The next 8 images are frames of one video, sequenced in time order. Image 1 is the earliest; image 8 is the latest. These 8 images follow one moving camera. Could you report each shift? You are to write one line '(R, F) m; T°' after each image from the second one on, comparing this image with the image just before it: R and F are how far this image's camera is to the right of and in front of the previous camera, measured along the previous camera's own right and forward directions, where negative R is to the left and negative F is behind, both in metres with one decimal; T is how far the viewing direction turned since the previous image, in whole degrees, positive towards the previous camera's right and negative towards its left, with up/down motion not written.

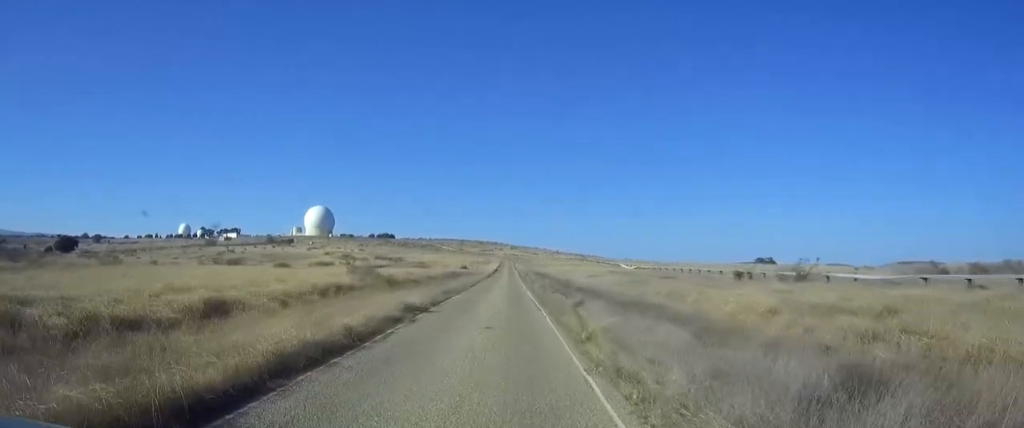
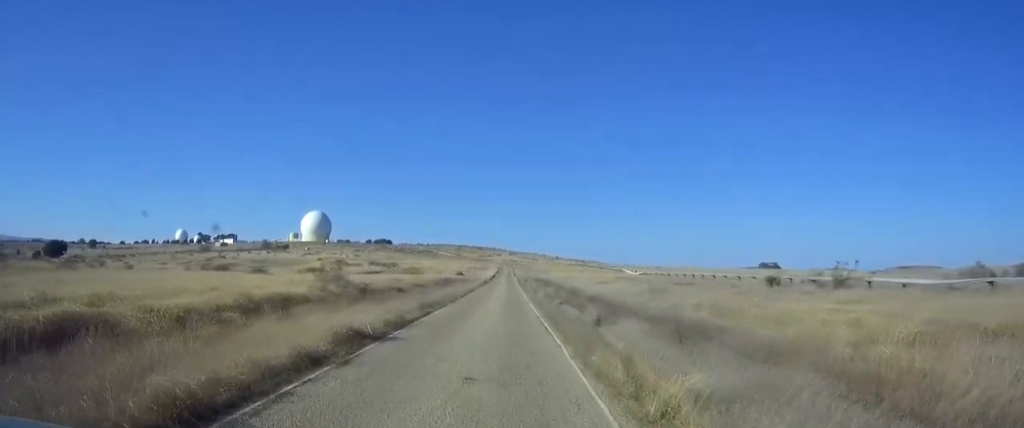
(0.0, +6.6) m; 0°
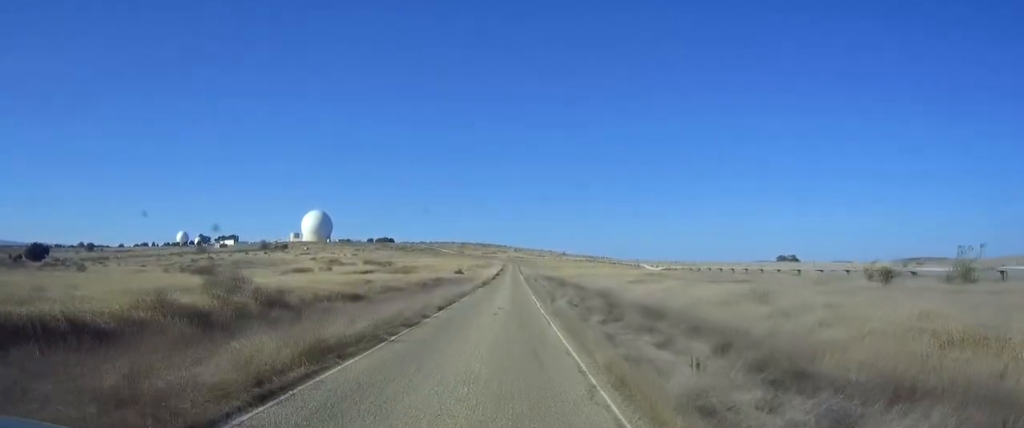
(0.0, +13.0) m; 0°
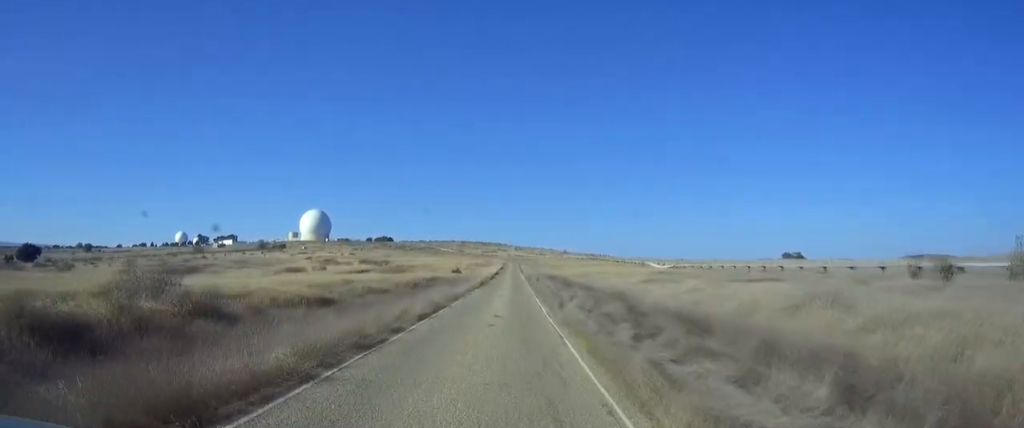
(+0.1, +4.6) m; -1°
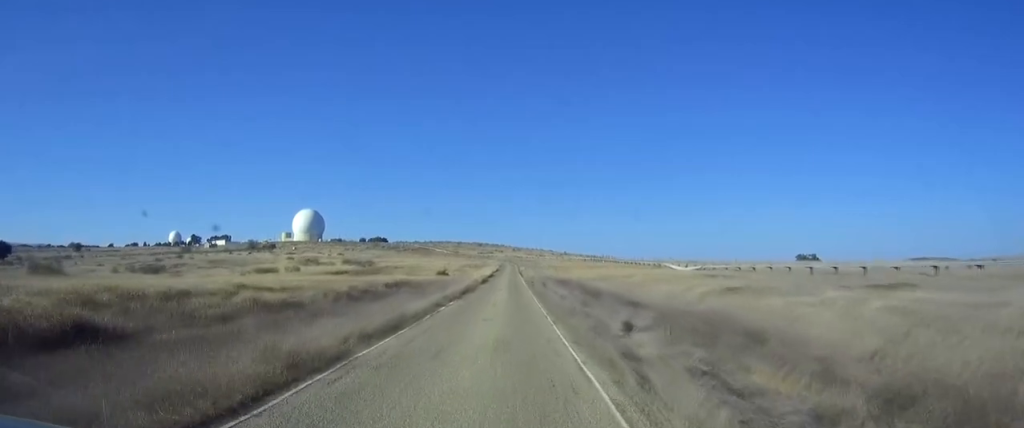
(-0.5, +15.3) m; -2°
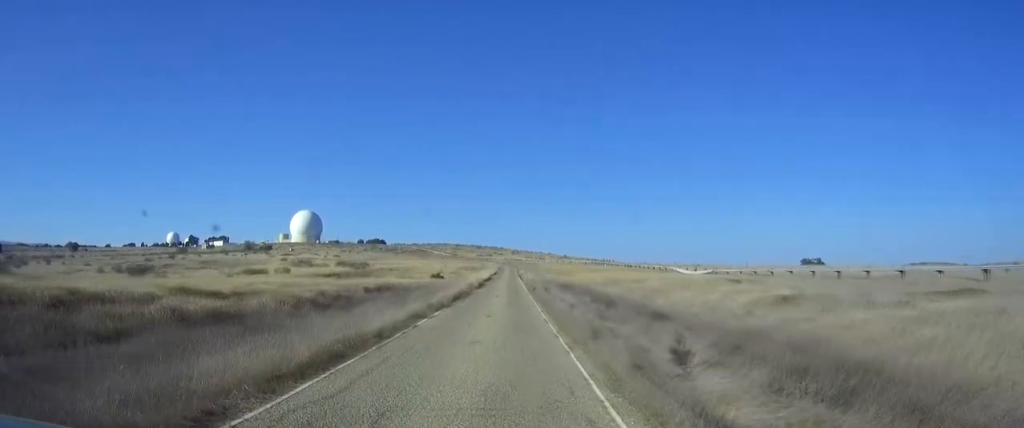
(0.0, +5.2) m; 0°
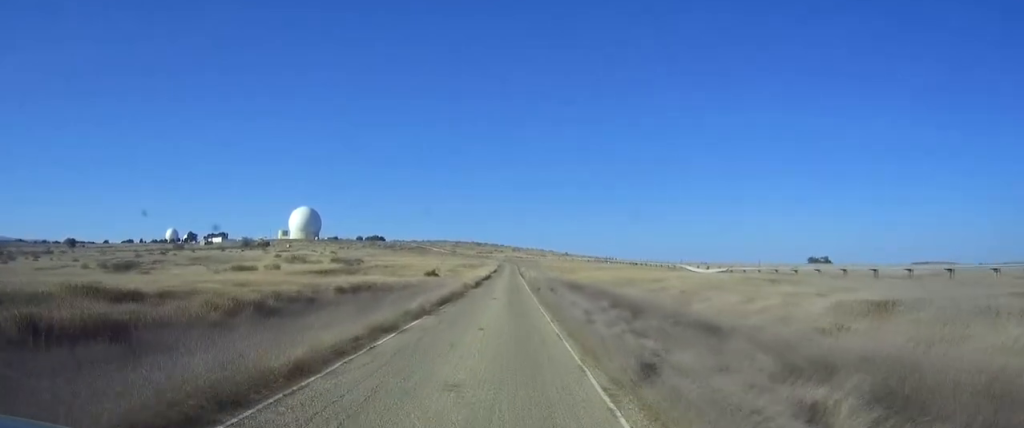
(0.0, +5.4) m; 0°
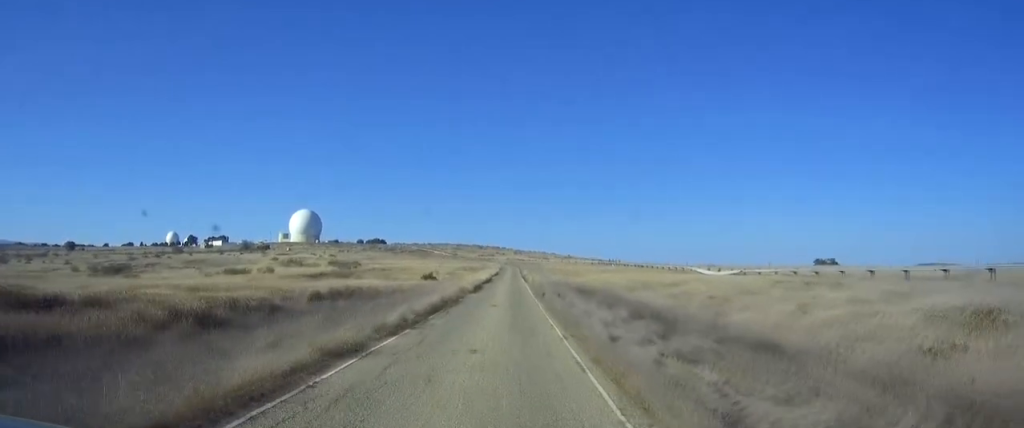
(0.0, +3.8) m; 0°
